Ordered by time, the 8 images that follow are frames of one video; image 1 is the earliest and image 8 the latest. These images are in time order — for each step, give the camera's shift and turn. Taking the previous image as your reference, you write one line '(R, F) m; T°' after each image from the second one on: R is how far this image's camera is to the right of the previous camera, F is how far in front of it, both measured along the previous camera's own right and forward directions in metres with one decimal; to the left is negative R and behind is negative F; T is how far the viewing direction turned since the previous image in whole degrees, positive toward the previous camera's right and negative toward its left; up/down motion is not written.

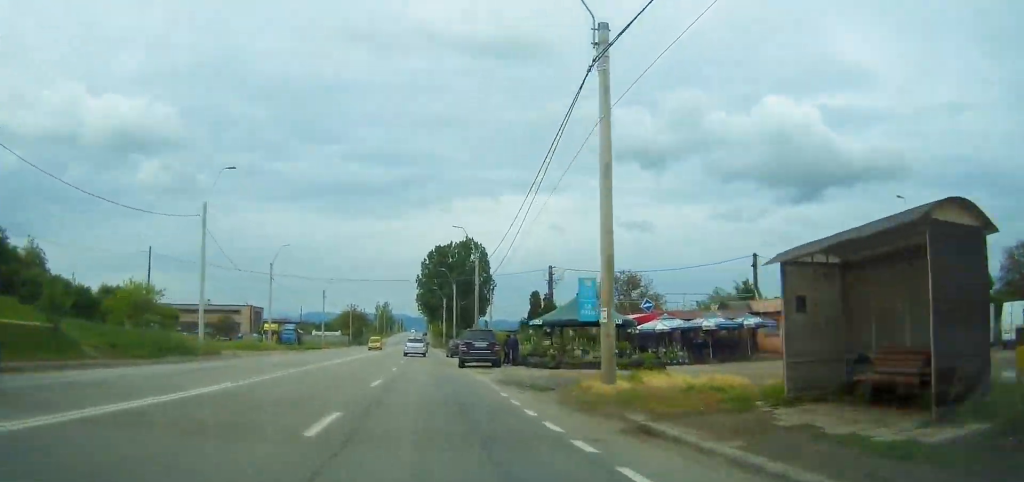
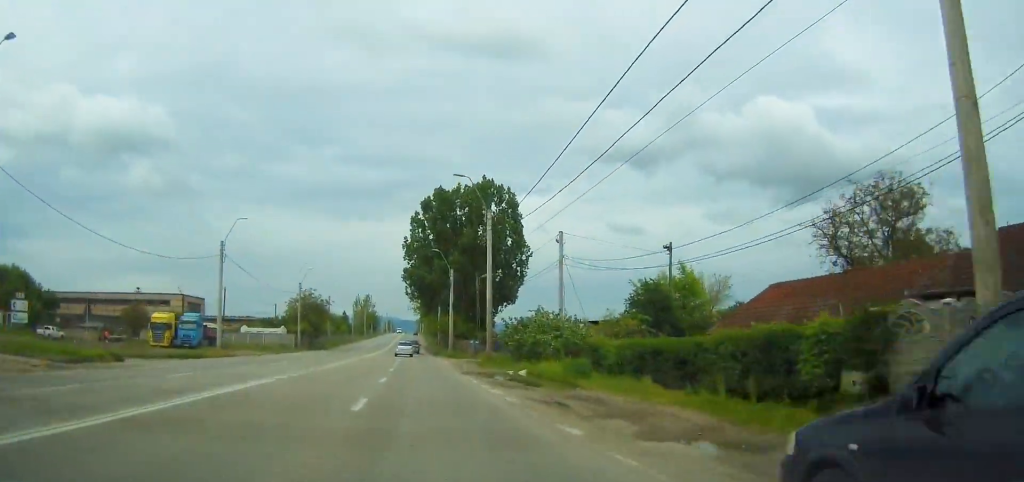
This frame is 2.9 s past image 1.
(+0.7, +52.3) m; 0°
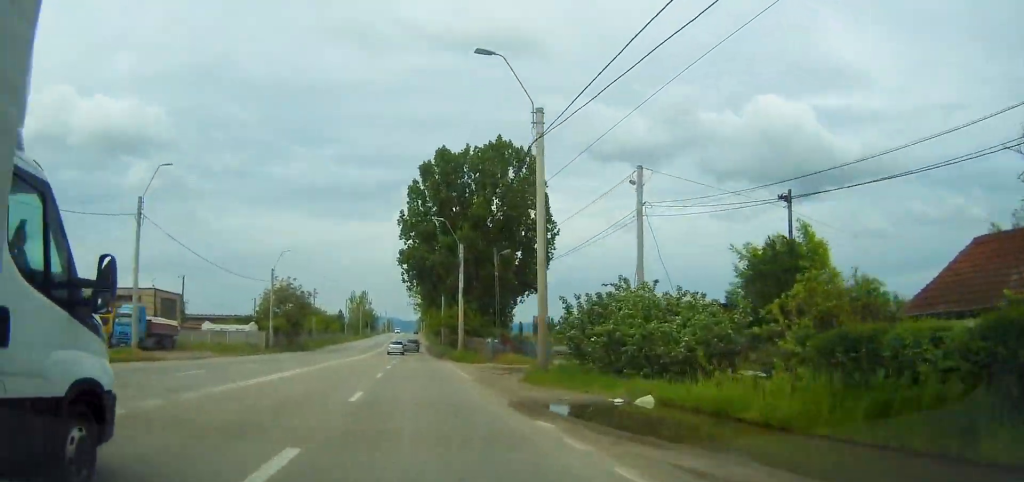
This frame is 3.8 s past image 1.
(0.0, +15.9) m; 0°
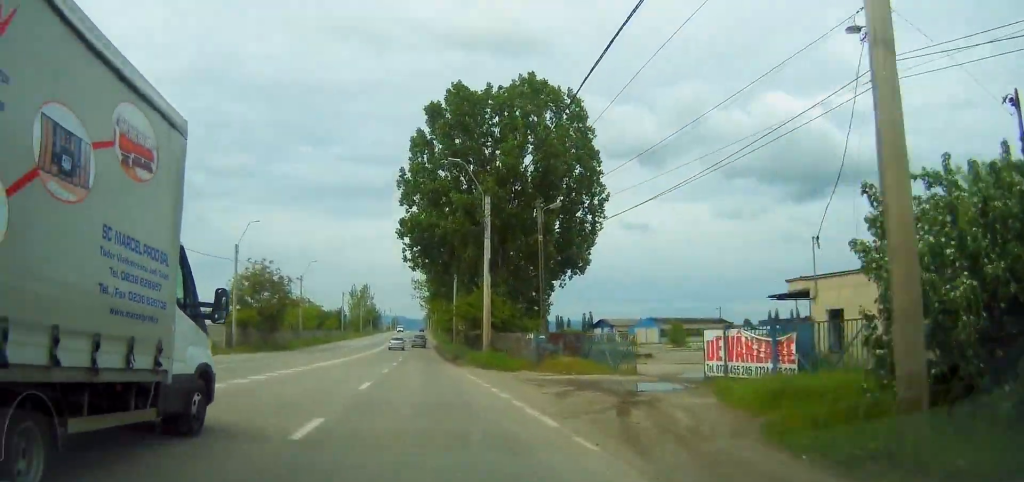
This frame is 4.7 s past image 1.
(-0.2, +15.0) m; 0°
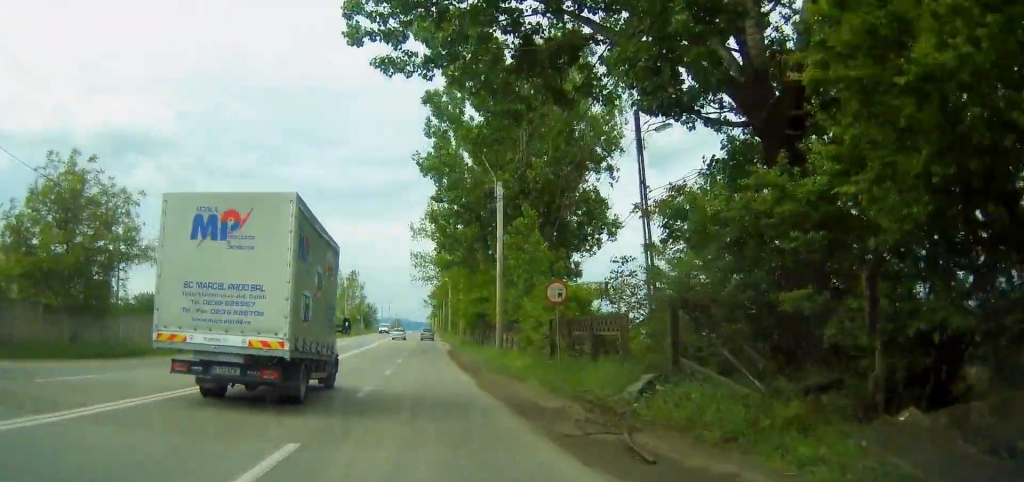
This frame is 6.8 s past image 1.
(-0.1, +35.3) m; 0°
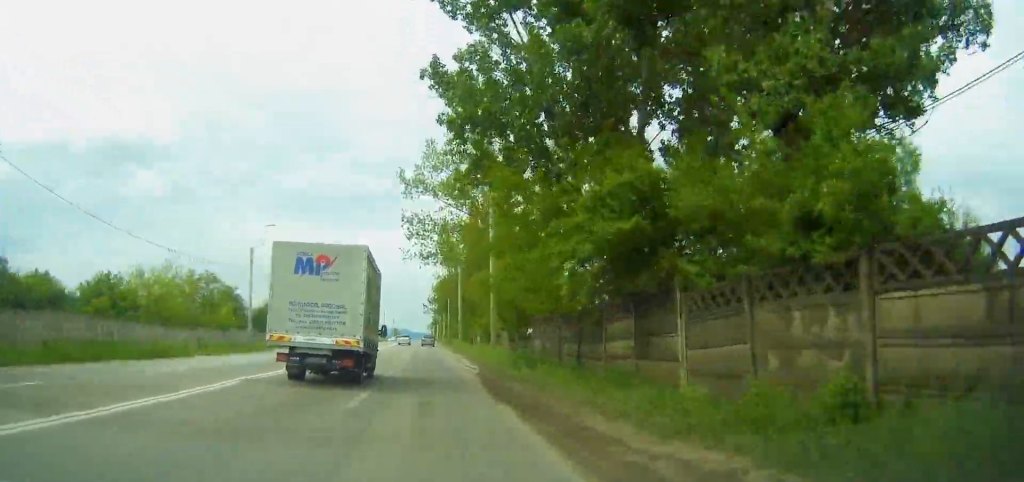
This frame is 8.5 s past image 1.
(0.0, +24.5) m; -2°
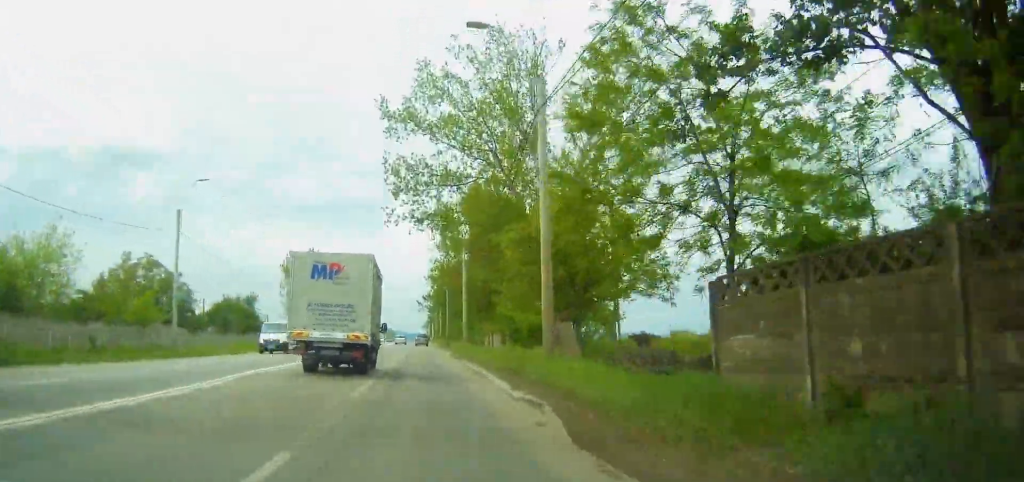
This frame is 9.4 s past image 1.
(+0.4, +12.8) m; -2°
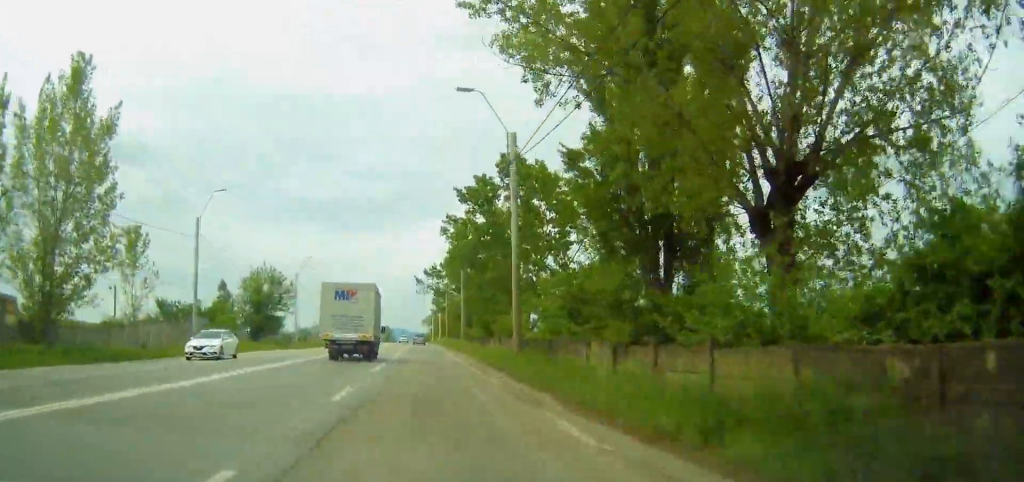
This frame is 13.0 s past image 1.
(-2.5, +5.9) m; -3°
